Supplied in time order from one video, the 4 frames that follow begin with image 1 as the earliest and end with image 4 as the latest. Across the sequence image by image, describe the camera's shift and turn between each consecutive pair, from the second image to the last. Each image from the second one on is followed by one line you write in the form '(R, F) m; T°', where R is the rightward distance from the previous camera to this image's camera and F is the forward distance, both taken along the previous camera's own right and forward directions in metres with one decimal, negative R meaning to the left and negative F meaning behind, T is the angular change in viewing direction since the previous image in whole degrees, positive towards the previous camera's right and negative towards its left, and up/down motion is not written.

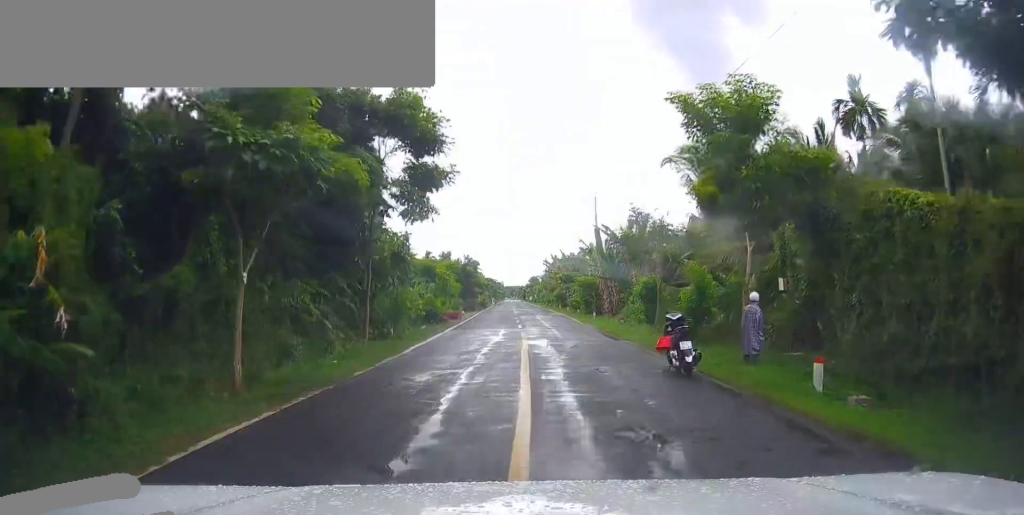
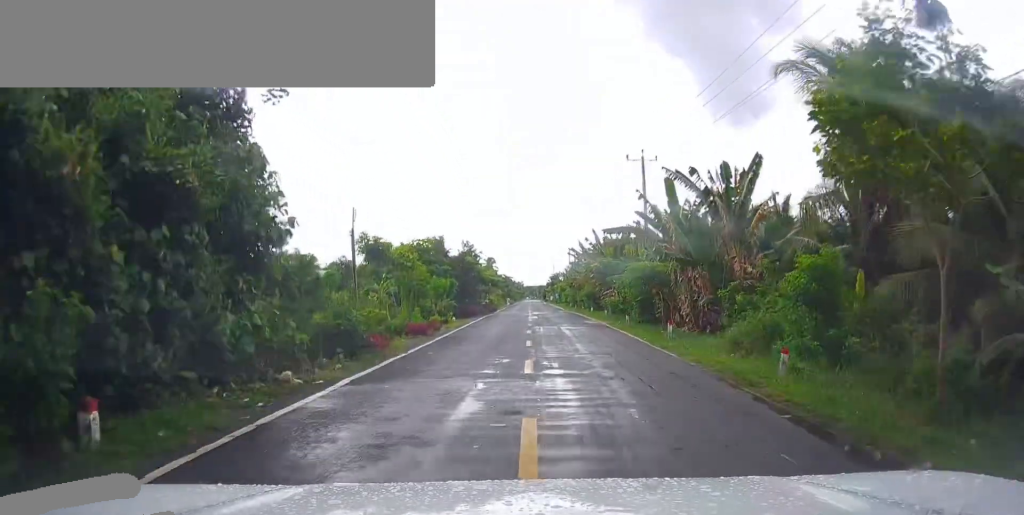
(-1.9, +17.7) m; -5°
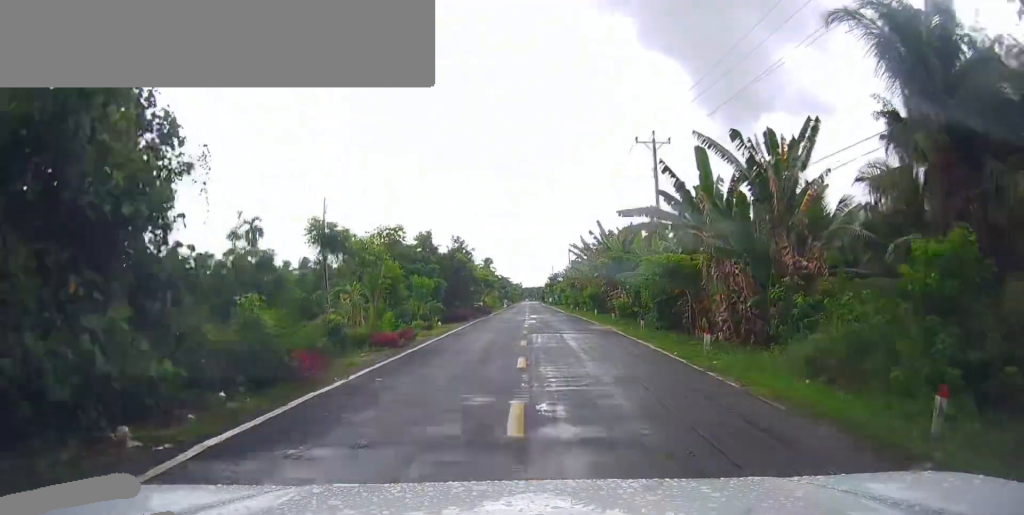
(+0.2, +4.8) m; +1°
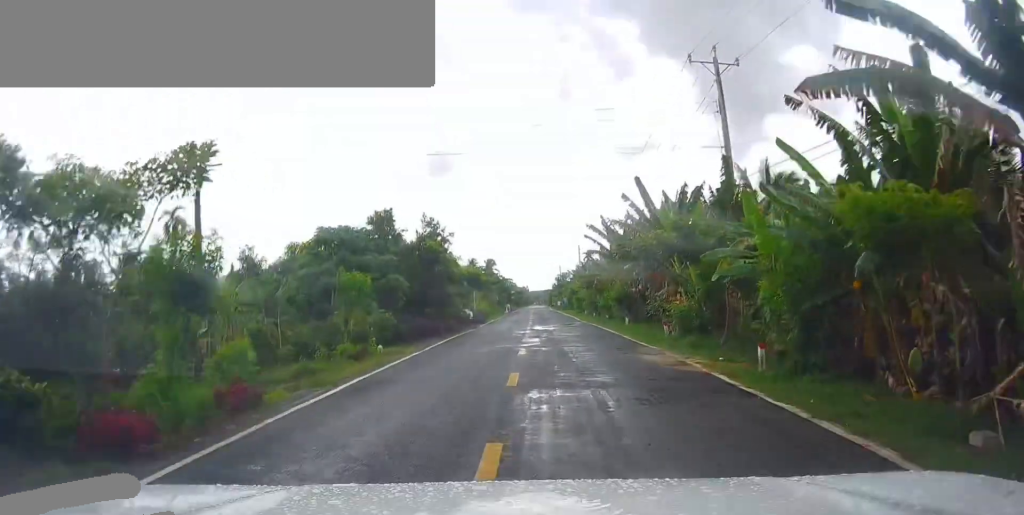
(+0.1, +13.4) m; 0°
